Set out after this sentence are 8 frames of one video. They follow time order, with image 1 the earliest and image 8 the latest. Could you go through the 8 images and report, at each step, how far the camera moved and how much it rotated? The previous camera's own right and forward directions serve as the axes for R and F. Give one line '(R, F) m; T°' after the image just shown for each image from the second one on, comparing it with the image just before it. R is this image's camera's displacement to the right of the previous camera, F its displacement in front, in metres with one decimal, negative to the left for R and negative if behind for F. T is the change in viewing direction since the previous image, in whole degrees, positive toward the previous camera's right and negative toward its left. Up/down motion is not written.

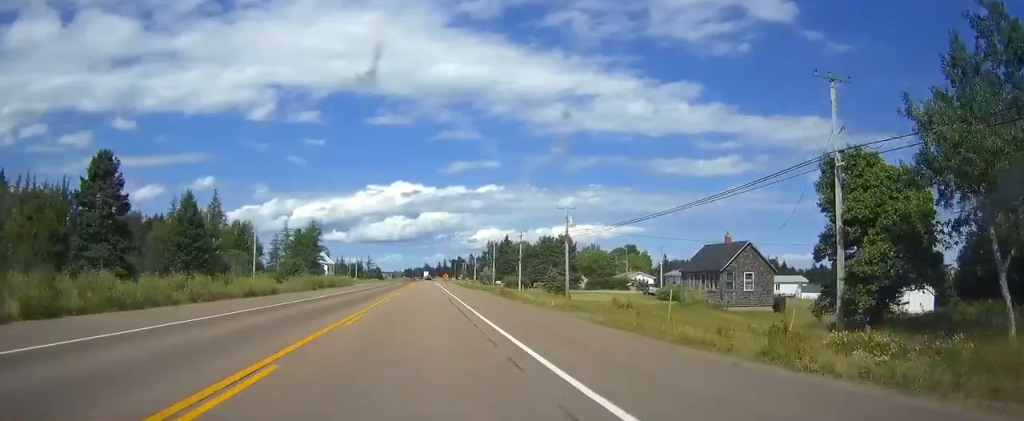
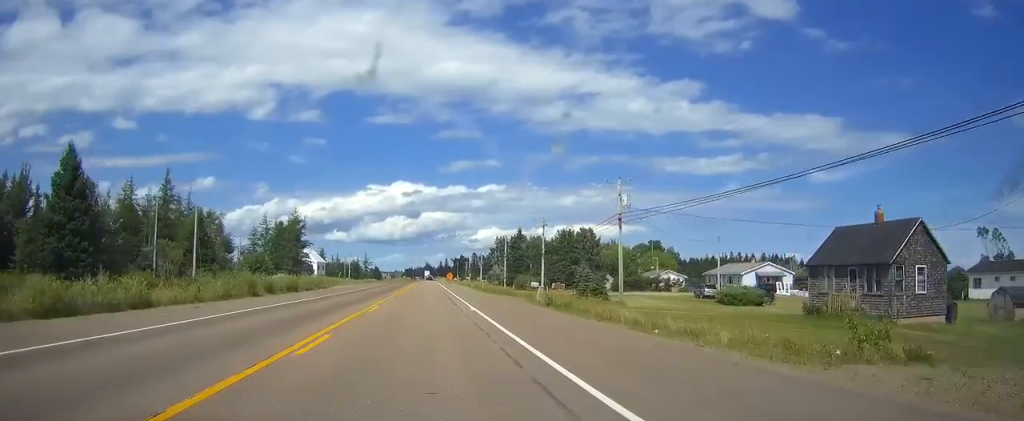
(-0.1, +20.4) m; 0°
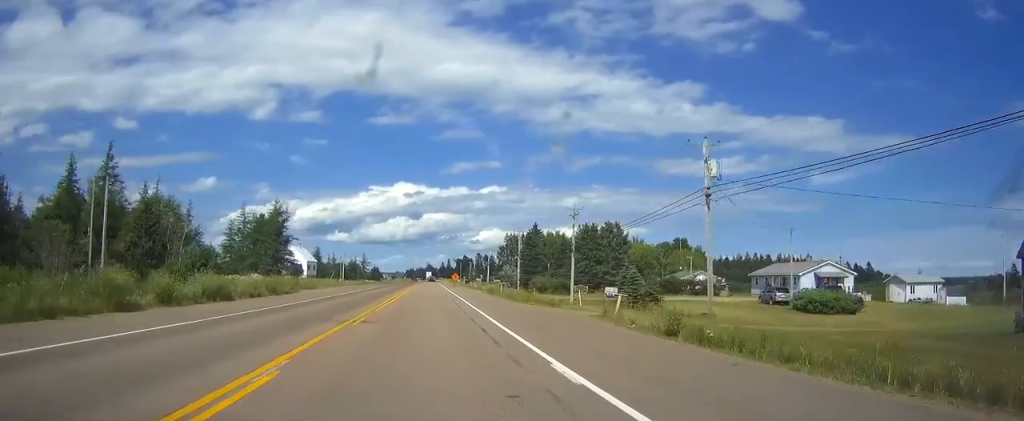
(0.0, +17.3) m; 0°
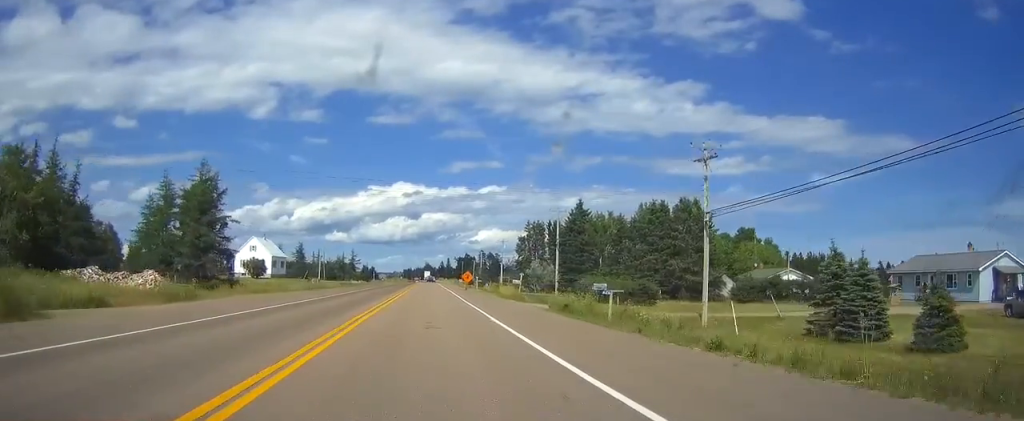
(-0.2, +35.8) m; 0°
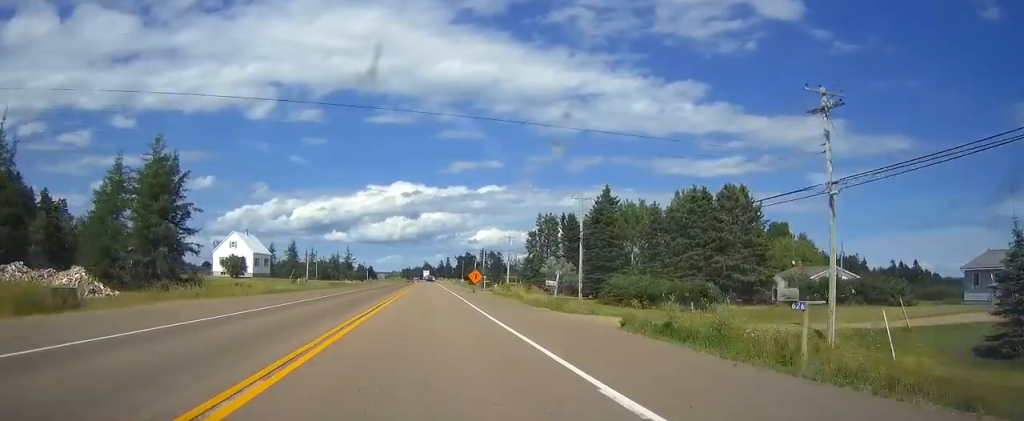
(0.0, +13.0) m; 0°
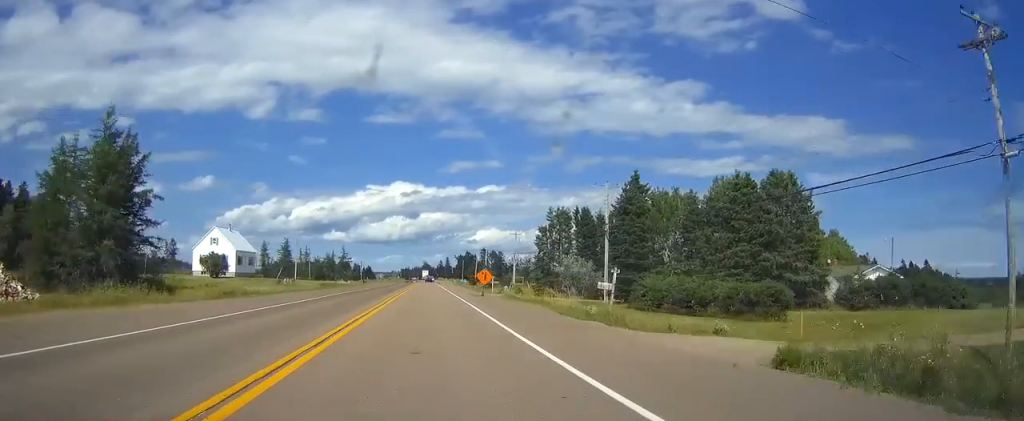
(0.0, +10.4) m; 0°
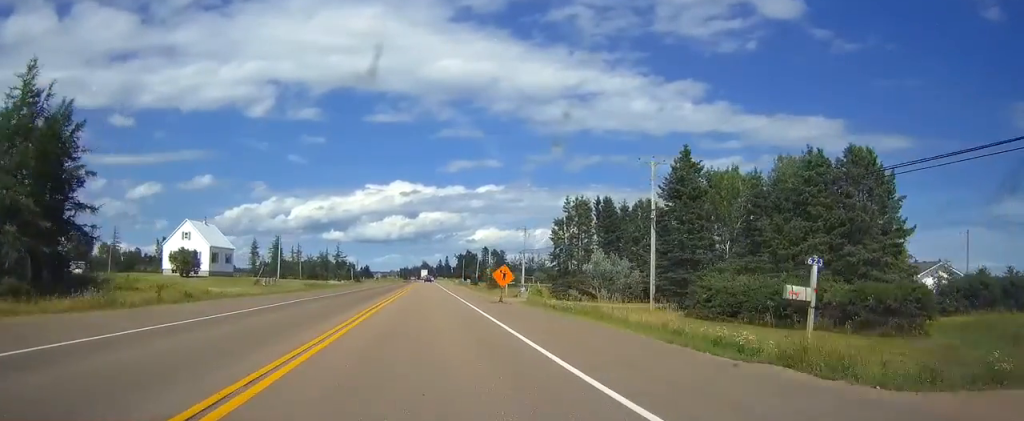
(+0.1, +12.6) m; 0°
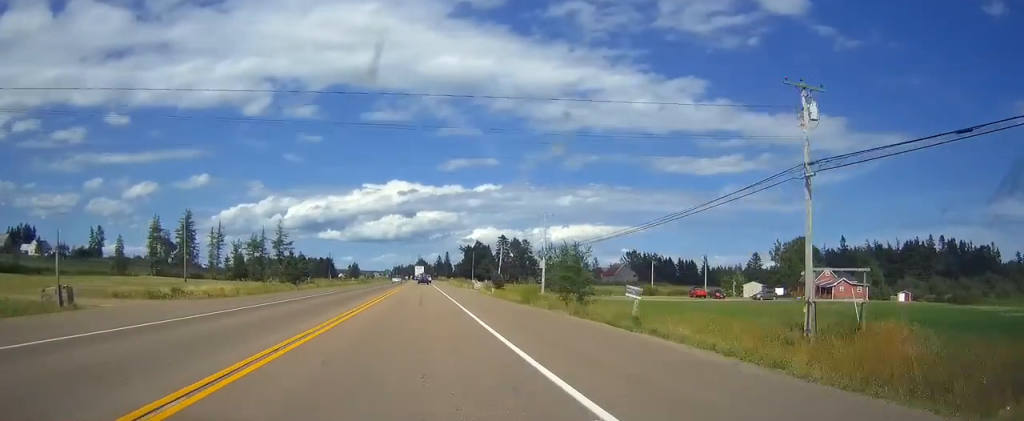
(+0.6, +84.1) m; 0°
